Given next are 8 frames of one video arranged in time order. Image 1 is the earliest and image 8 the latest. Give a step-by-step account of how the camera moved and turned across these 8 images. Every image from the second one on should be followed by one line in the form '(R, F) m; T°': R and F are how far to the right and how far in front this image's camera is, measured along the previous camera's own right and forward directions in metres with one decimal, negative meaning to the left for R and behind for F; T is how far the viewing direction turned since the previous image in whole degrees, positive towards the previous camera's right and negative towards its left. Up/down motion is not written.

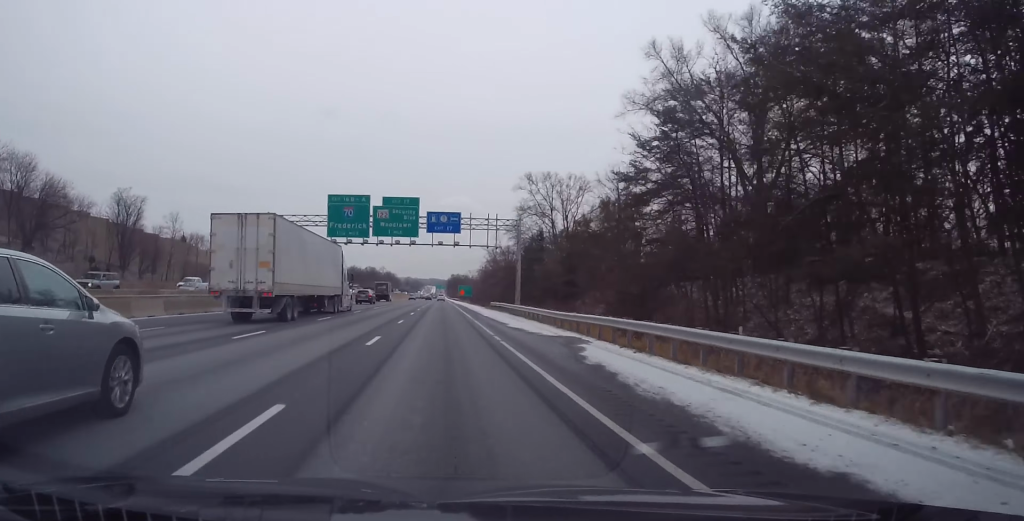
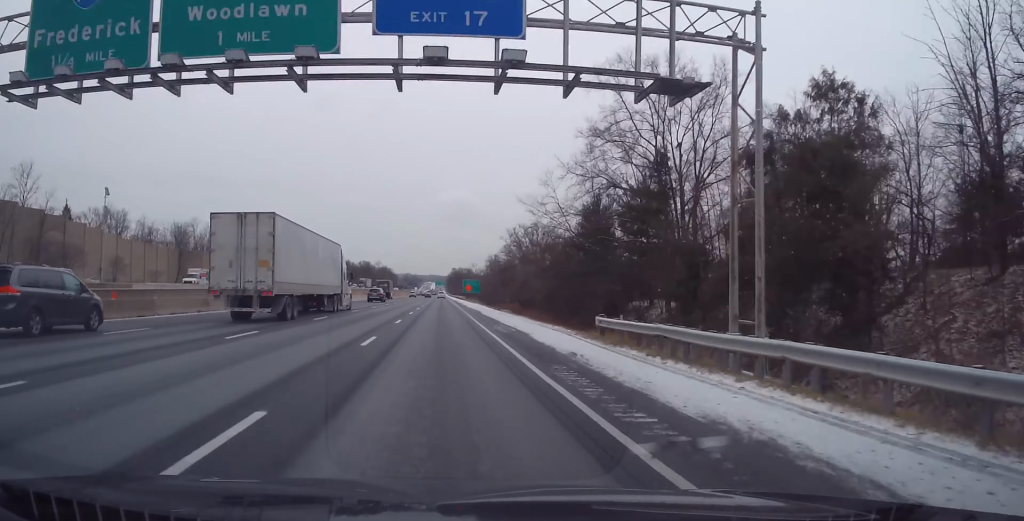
(+0.4, +47.9) m; 0°
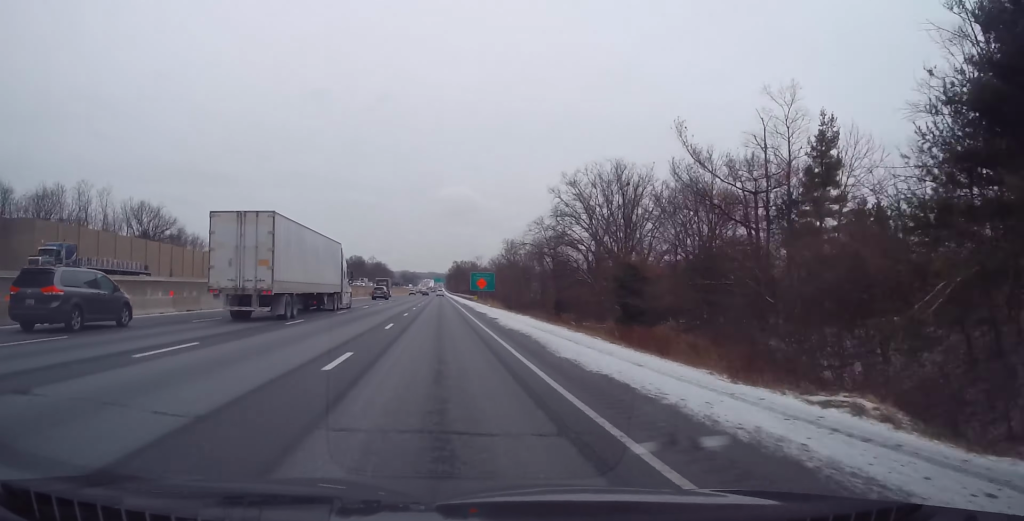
(-0.5, +53.1) m; -1°
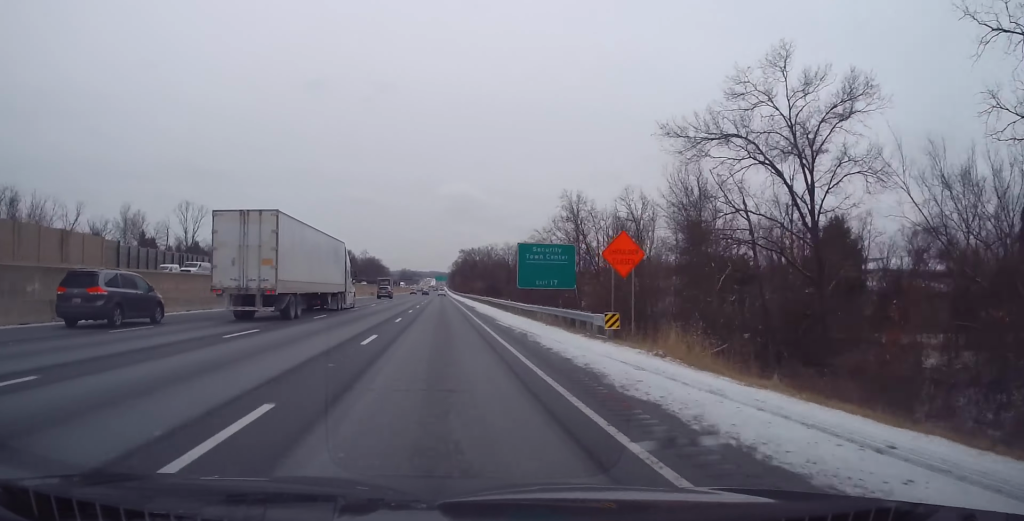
(0.0, +78.2) m; 0°
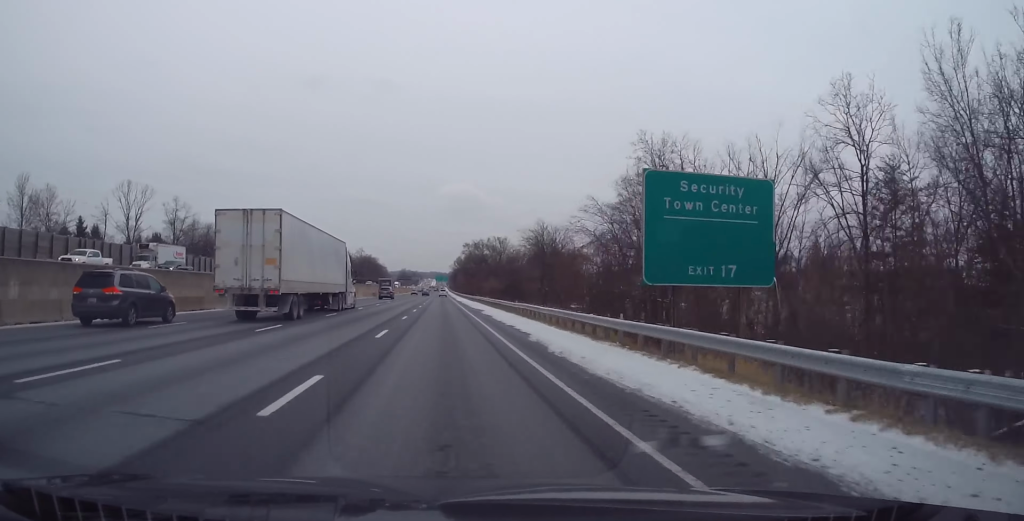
(0.0, +32.3) m; 0°
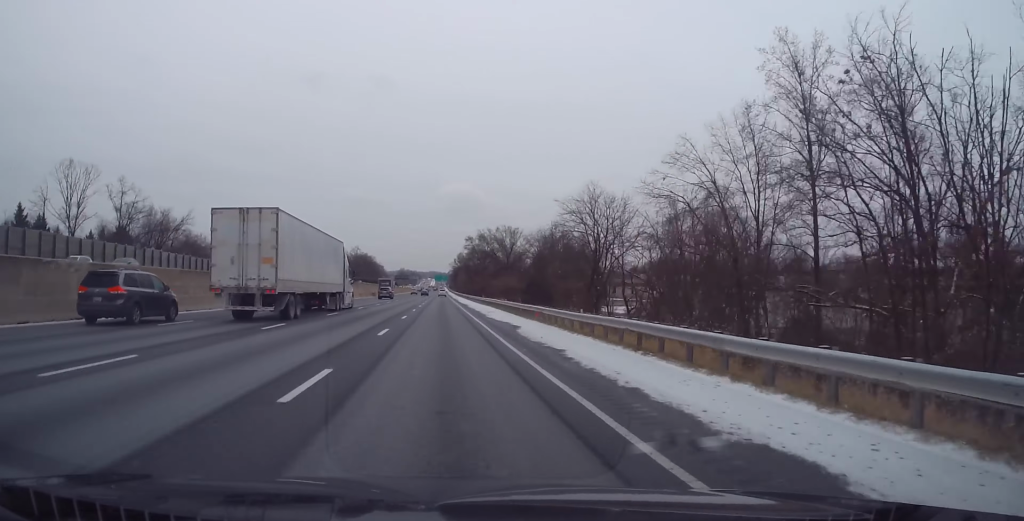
(0.0, +22.3) m; 0°
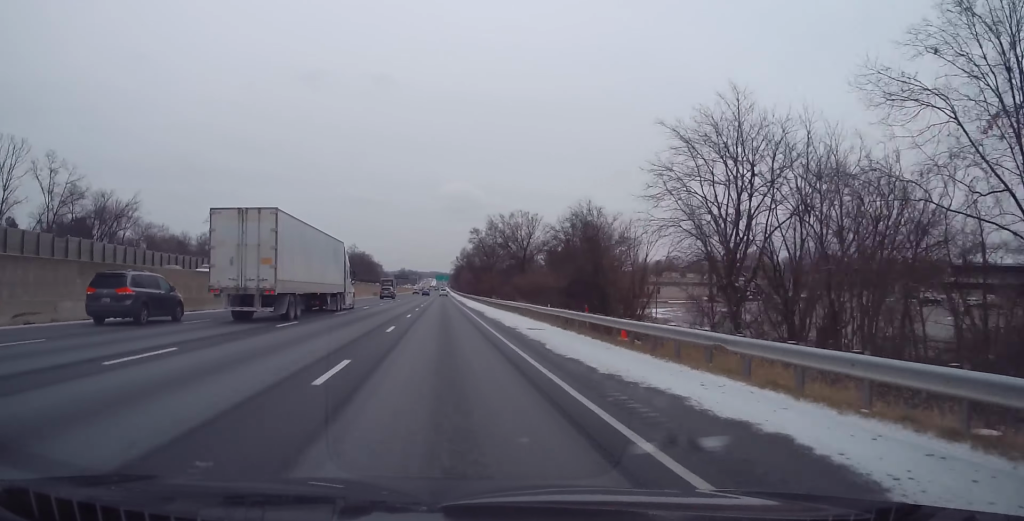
(+0.1, +22.6) m; 0°
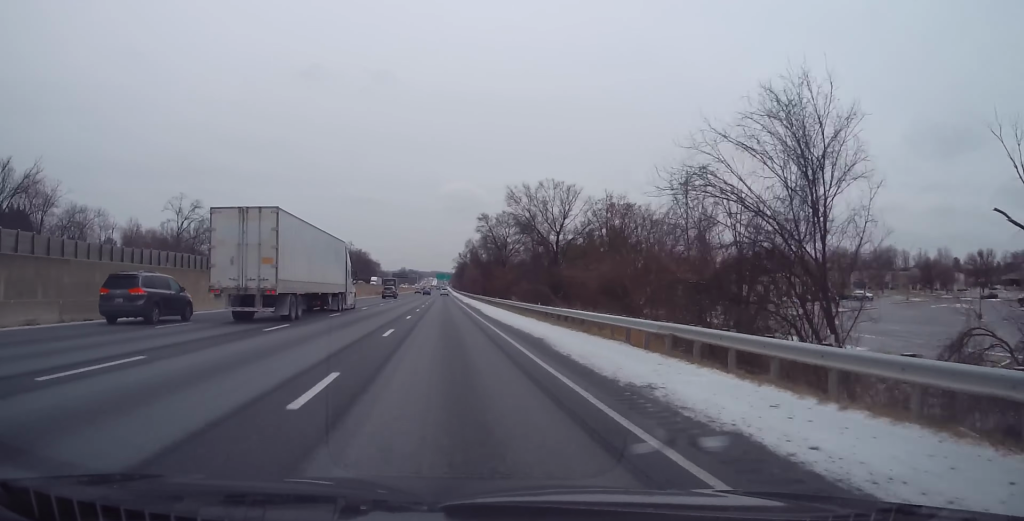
(-0.1, +25.3) m; 0°
